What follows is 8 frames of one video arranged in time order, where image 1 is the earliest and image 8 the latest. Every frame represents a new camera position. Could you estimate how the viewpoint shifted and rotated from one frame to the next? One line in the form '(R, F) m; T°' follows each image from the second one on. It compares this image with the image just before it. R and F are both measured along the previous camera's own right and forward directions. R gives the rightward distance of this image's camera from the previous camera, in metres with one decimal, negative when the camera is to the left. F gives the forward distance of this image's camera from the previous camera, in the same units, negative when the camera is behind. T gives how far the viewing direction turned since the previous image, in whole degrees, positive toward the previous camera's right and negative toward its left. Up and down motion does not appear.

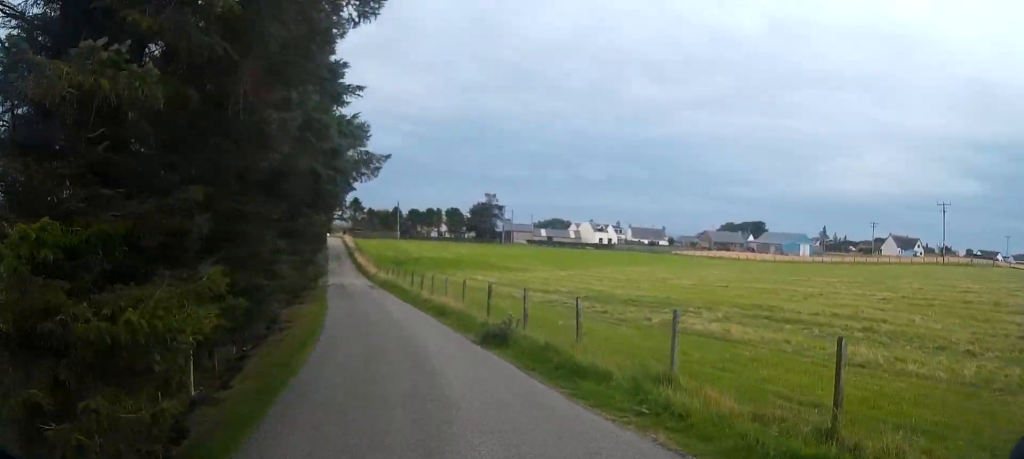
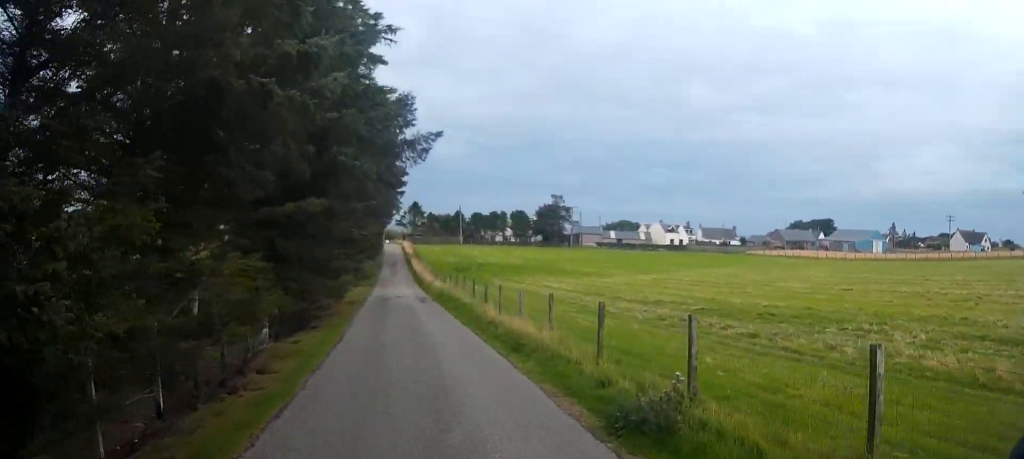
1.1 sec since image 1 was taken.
(-0.4, +5.8) m; -4°
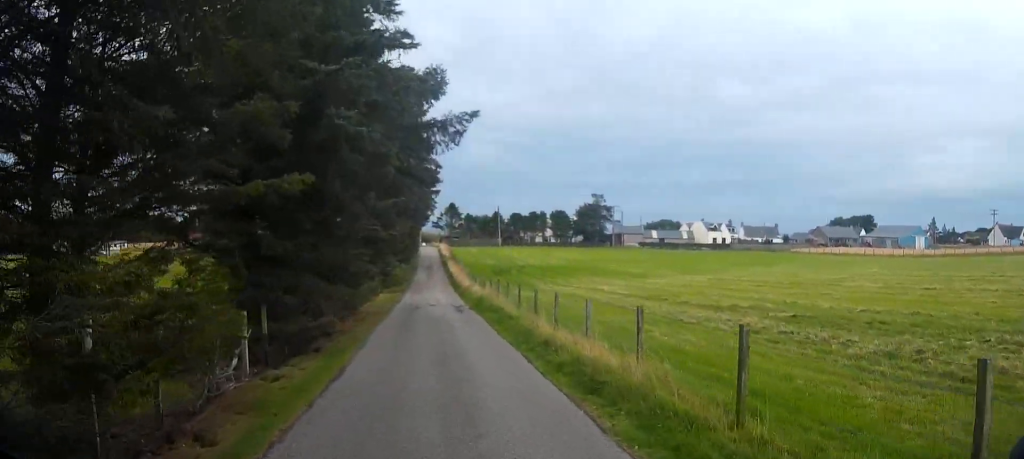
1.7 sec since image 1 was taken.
(0.0, +3.4) m; -2°
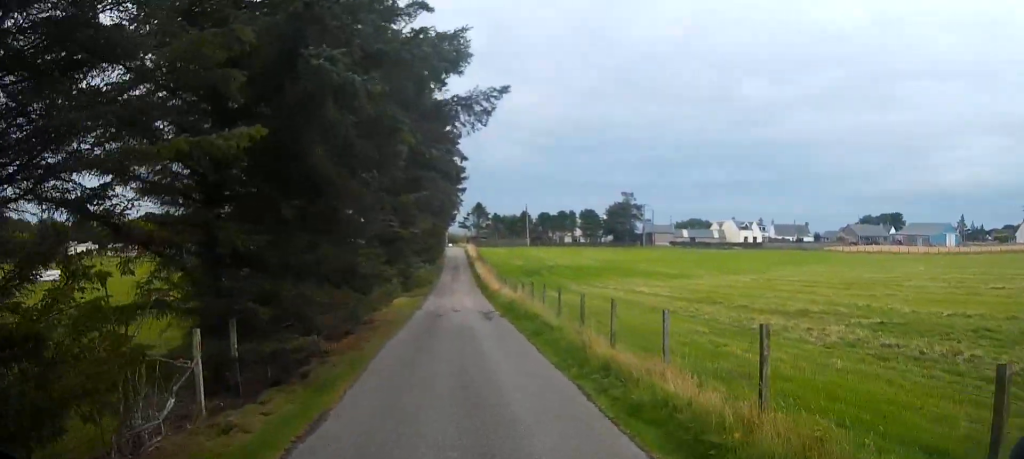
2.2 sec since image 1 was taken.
(+0.1, +2.7) m; -1°
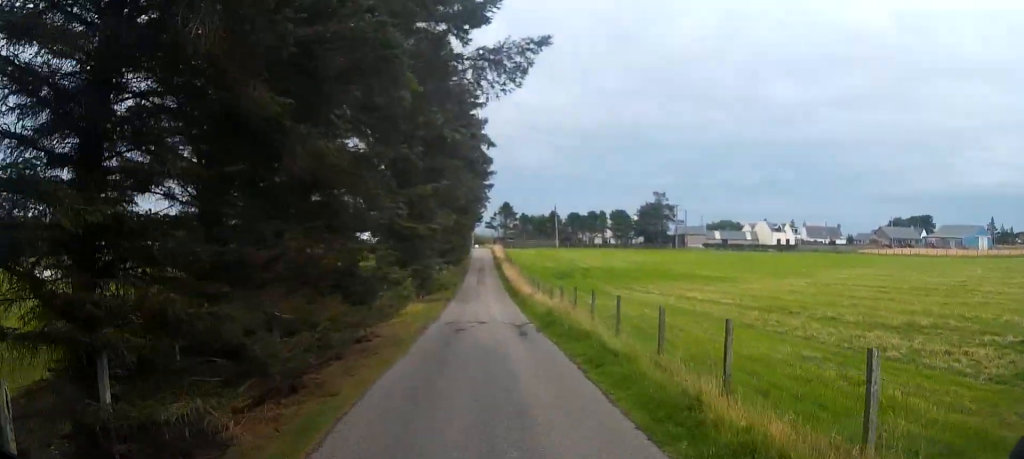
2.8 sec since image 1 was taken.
(-0.2, +3.7) m; -1°
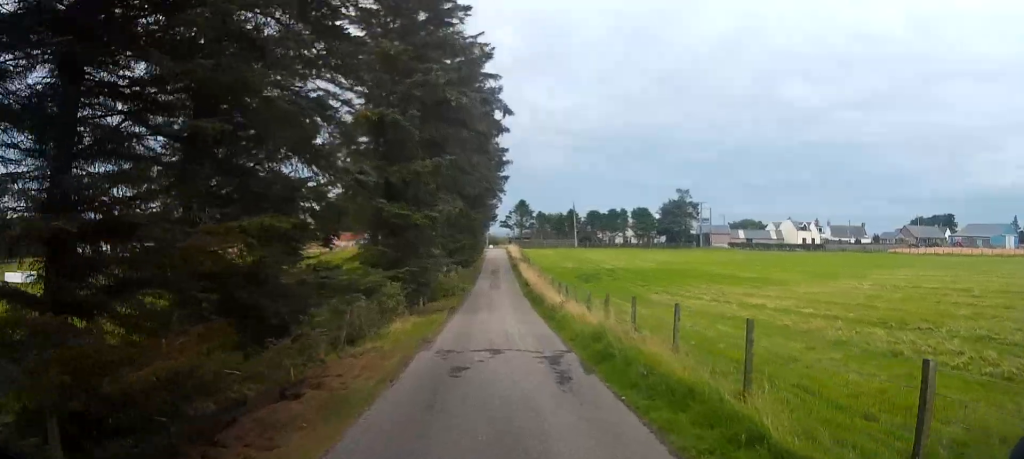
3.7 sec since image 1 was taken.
(-0.1, +5.5) m; -1°
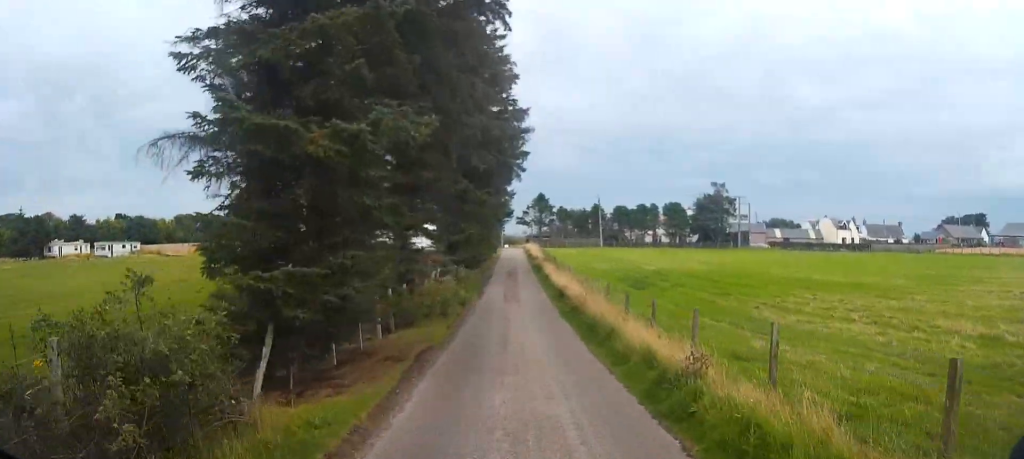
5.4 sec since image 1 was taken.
(-0.4, +10.8) m; -5°
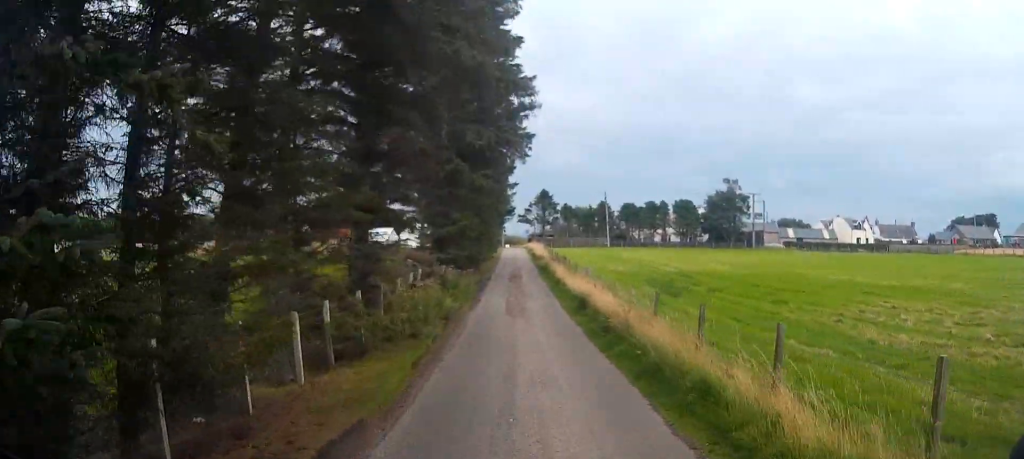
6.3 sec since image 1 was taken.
(0.0, +5.2) m; -1°
